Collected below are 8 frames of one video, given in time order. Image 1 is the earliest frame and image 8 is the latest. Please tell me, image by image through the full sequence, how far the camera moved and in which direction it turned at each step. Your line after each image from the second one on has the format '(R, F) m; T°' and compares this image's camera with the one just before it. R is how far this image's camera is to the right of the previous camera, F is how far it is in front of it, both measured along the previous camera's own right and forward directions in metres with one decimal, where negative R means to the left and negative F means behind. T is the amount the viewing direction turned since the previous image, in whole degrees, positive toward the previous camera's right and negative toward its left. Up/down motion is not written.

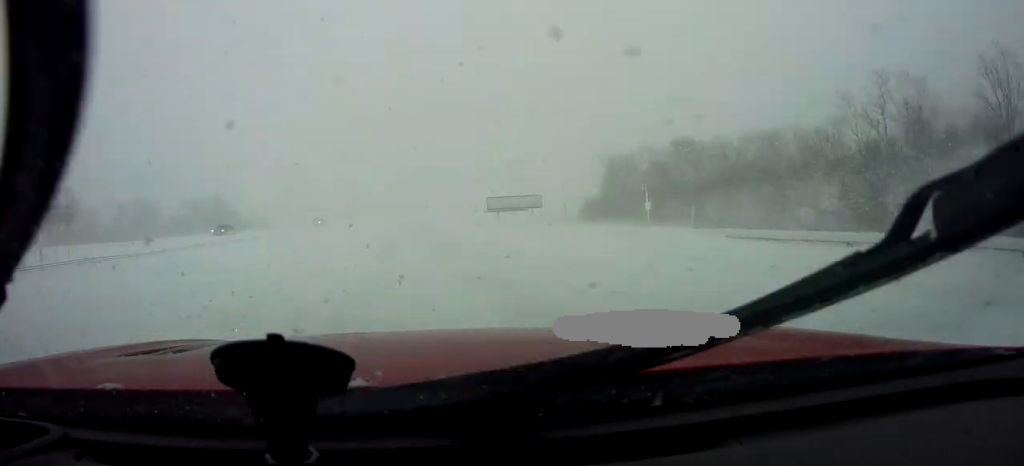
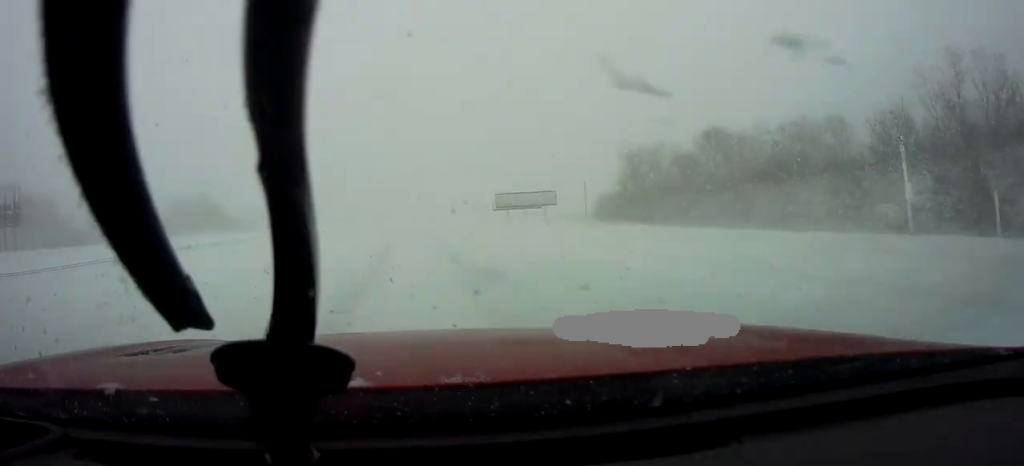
(+0.4, +9.8) m; +4°
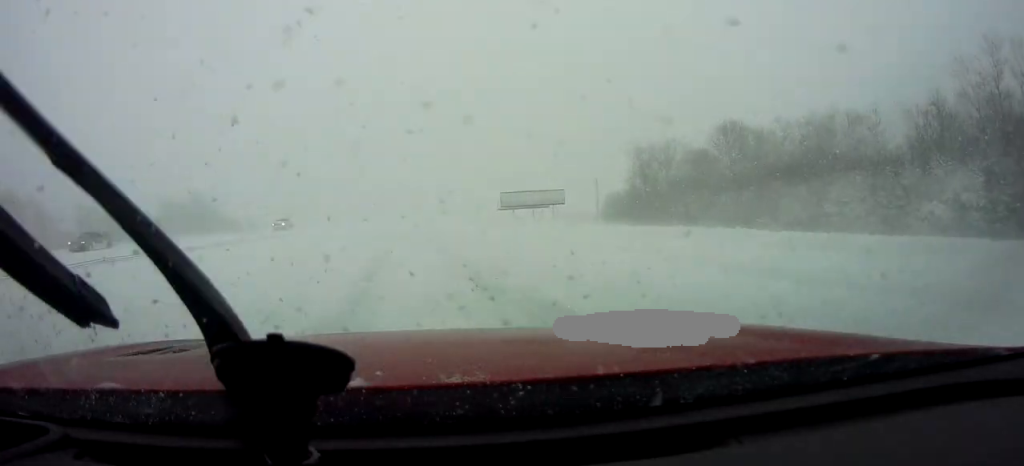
(+0.2, +4.5) m; 0°
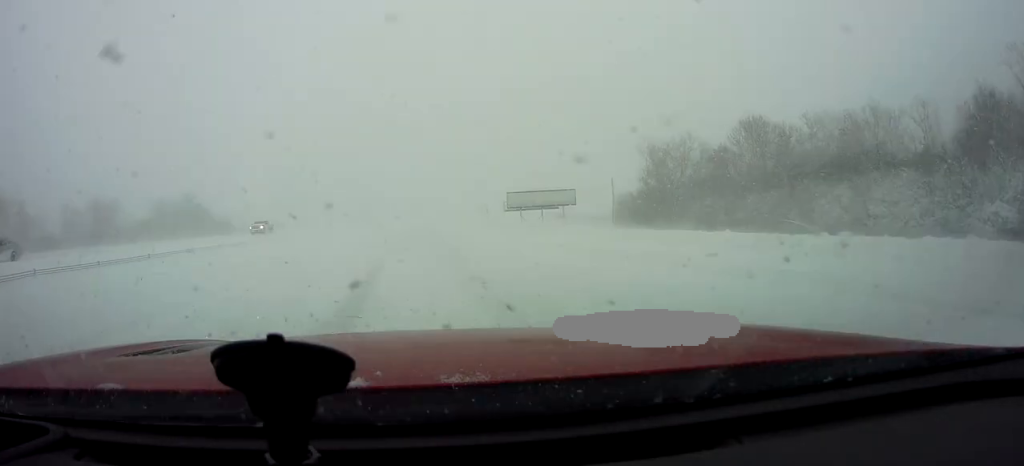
(+0.2, +5.6) m; 0°
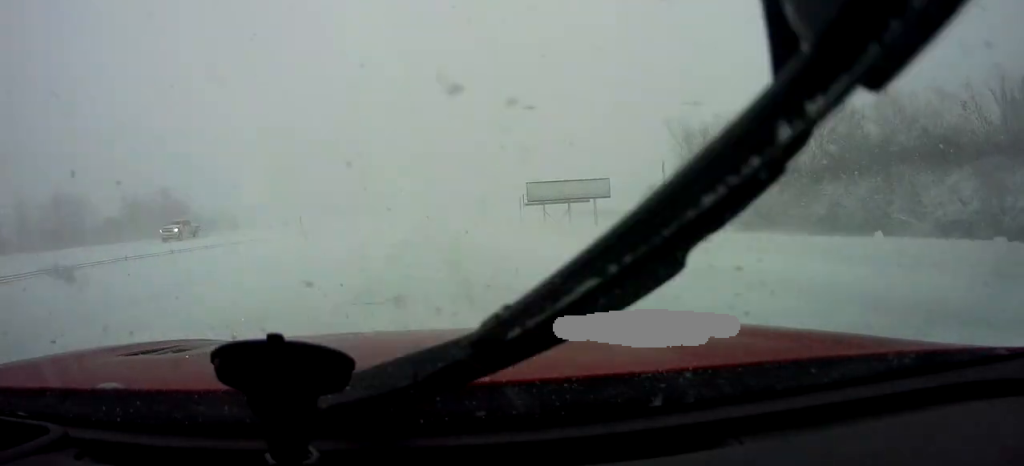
(-0.5, +13.3) m; -2°
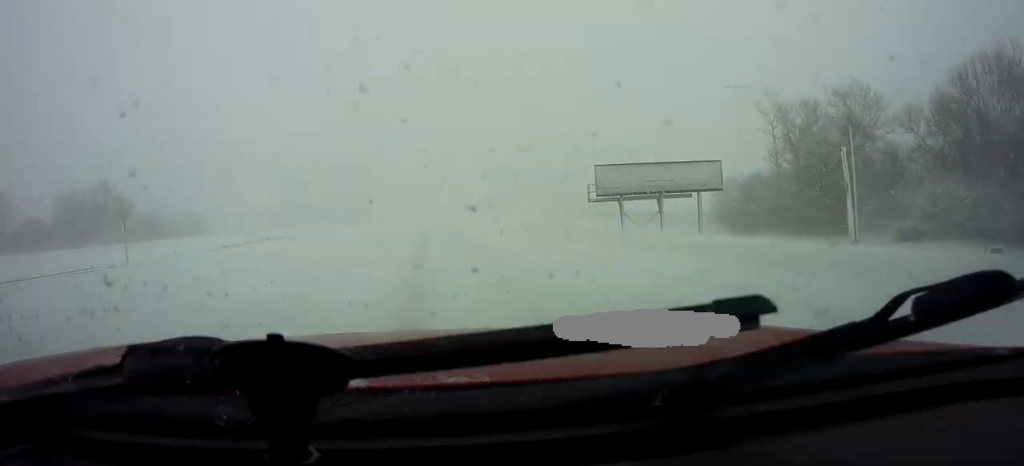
(-0.1, +24.3) m; 0°
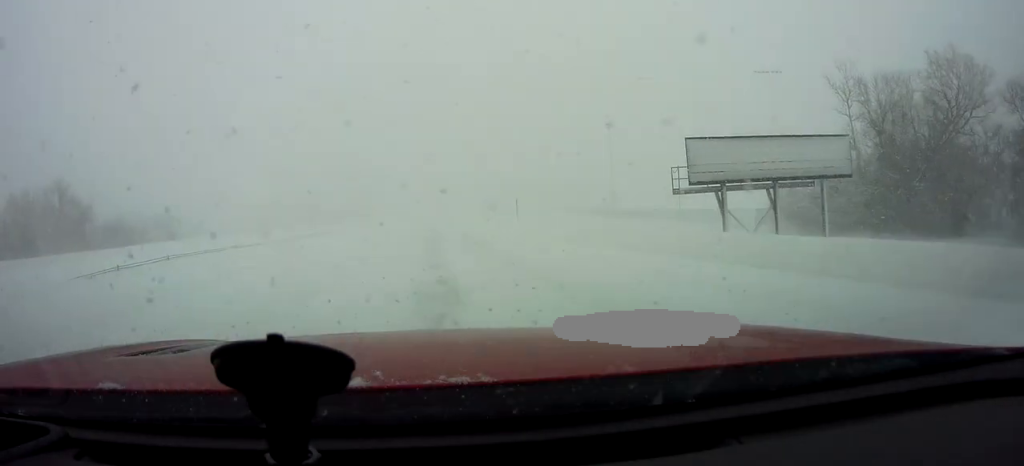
(0.0, +13.6) m; +1°
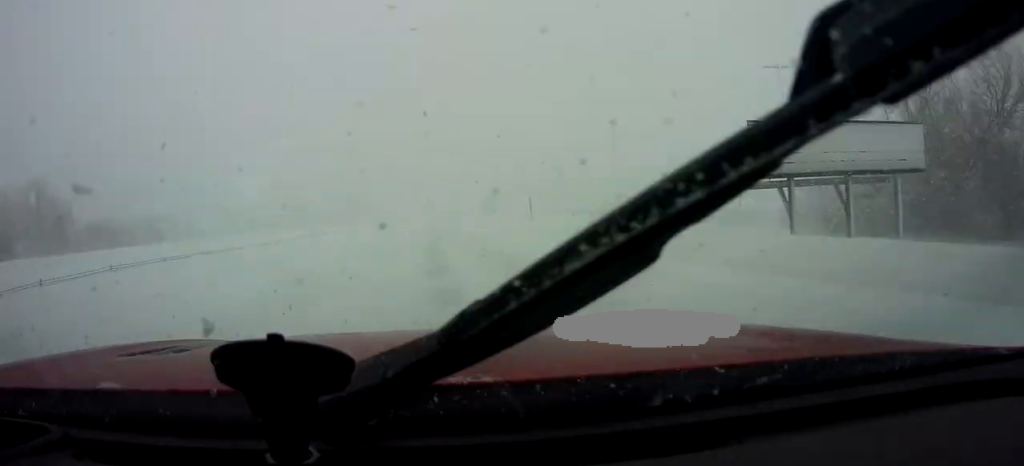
(0.0, +5.5) m; +1°
